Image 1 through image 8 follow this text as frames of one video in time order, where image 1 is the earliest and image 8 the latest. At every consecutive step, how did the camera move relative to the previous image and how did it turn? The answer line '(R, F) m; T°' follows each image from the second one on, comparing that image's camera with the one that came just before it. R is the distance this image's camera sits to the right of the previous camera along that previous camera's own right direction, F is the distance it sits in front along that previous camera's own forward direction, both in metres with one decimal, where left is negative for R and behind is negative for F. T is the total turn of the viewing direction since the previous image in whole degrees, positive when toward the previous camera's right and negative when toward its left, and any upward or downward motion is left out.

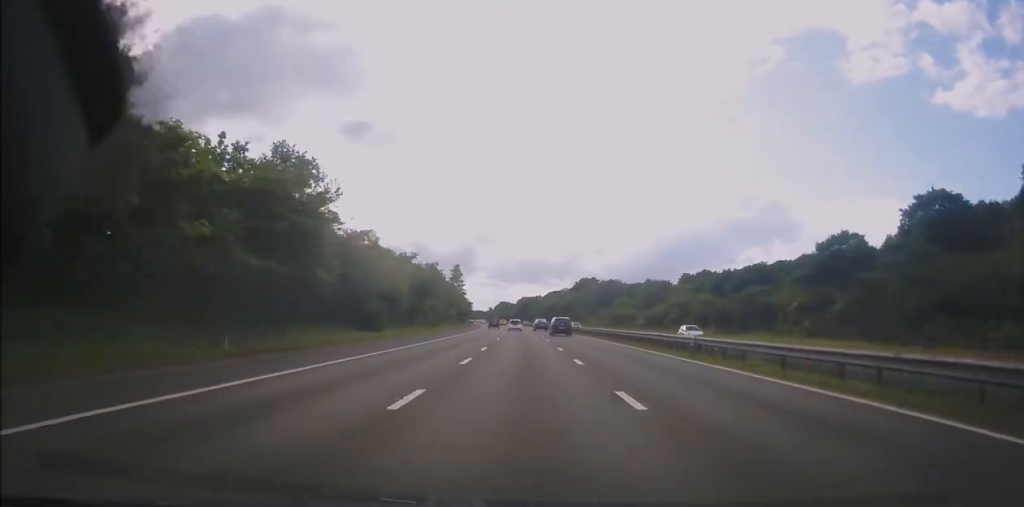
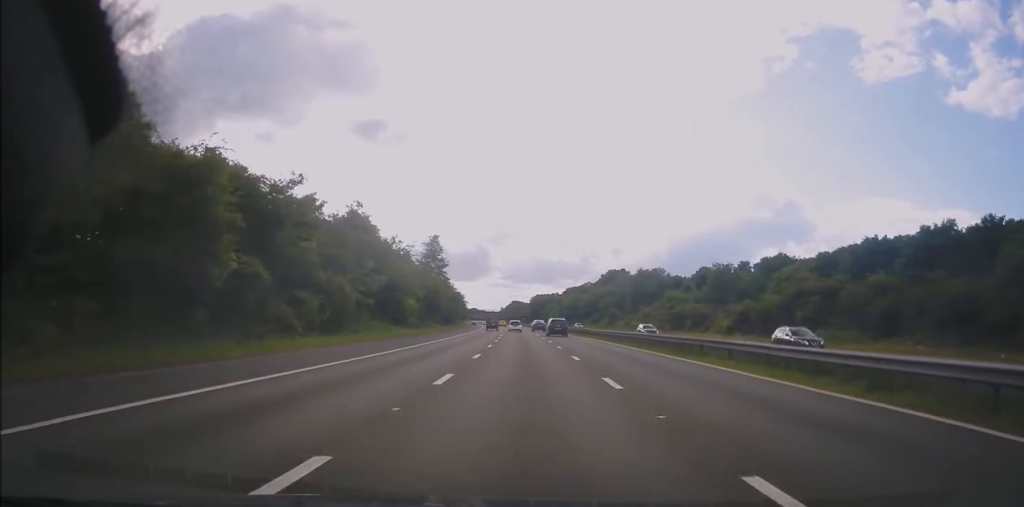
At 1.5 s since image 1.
(-0.1, +48.2) m; 0°
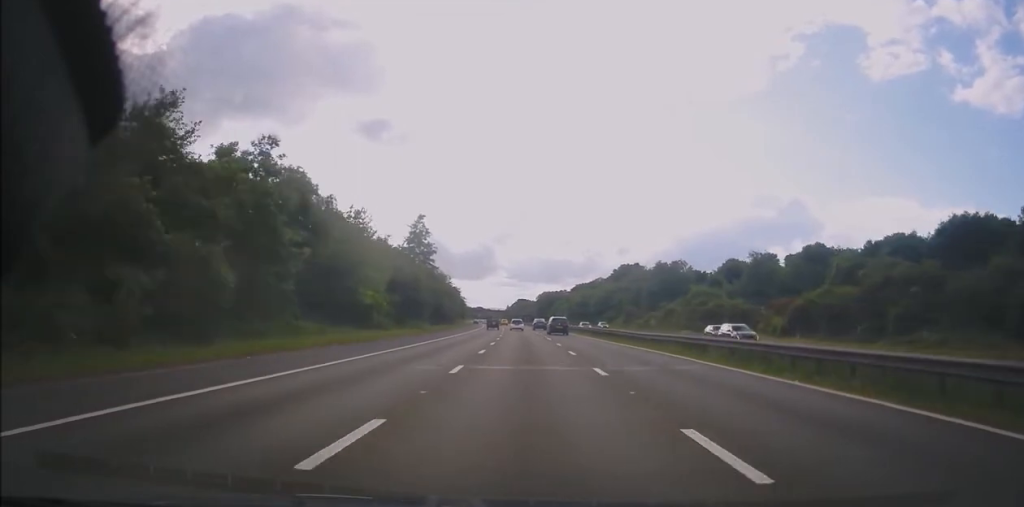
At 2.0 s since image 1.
(0.0, +16.2) m; 0°
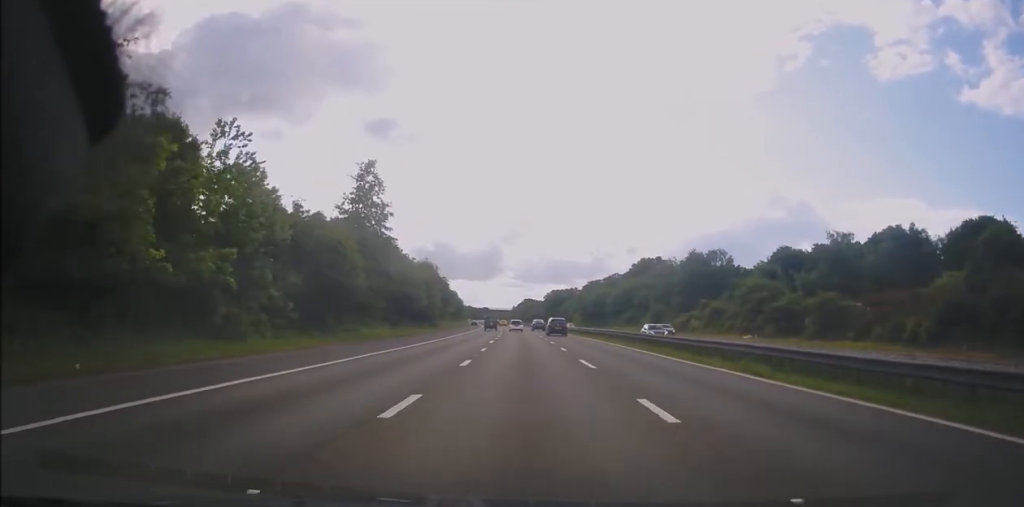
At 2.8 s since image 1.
(-0.1, +25.0) m; -1°
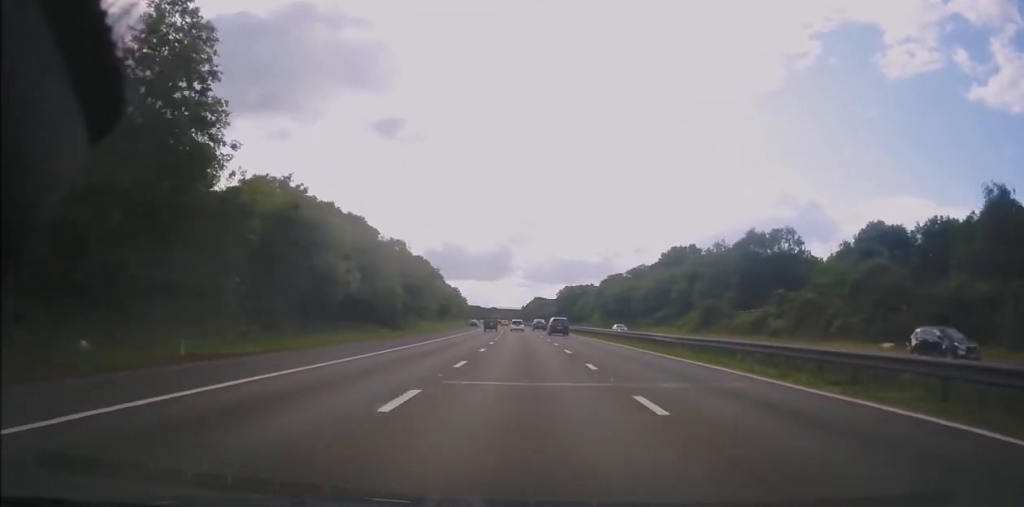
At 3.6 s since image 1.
(-0.4, +28.3) m; -1°
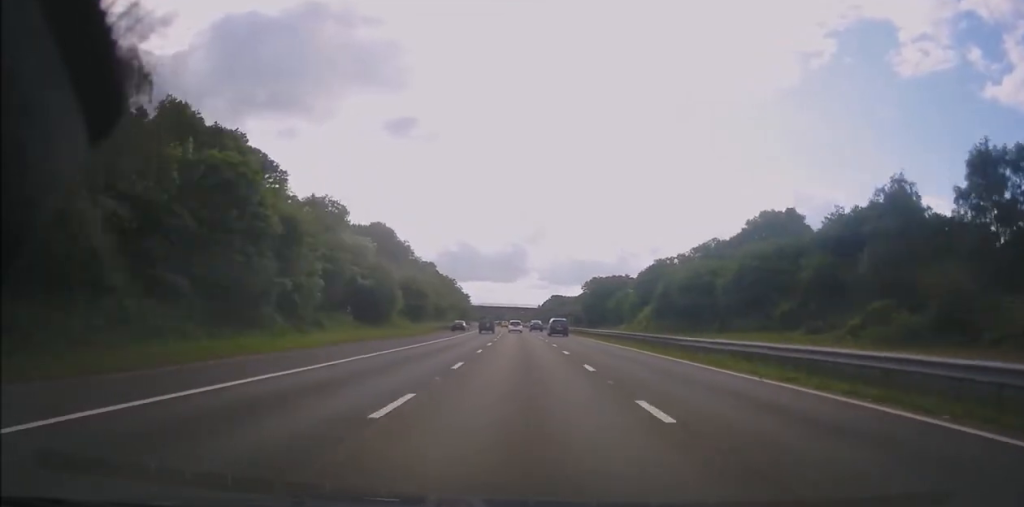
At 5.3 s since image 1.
(-1.0, +53.1) m; -2°
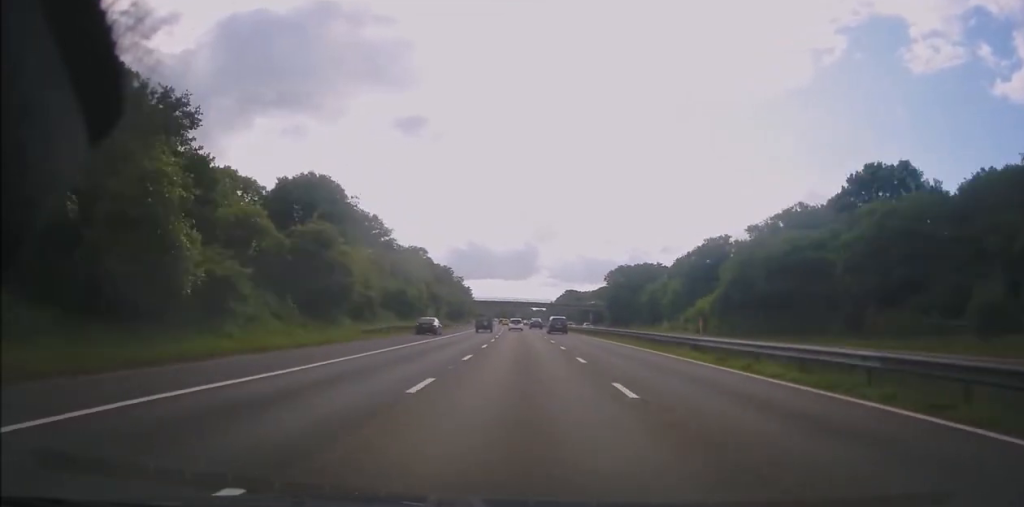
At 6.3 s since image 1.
(-0.1, +32.1) m; -1°
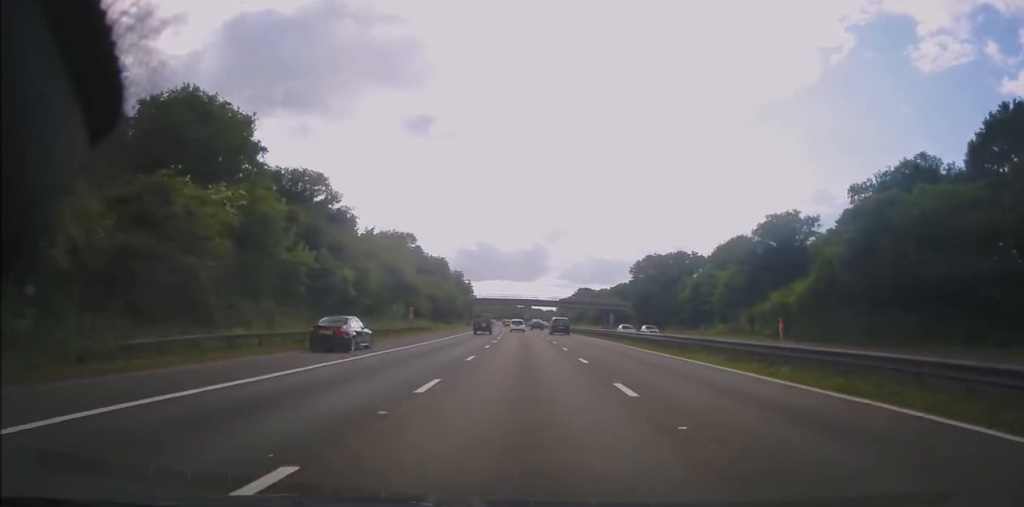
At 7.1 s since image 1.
(-0.5, +25.2) m; -1°
